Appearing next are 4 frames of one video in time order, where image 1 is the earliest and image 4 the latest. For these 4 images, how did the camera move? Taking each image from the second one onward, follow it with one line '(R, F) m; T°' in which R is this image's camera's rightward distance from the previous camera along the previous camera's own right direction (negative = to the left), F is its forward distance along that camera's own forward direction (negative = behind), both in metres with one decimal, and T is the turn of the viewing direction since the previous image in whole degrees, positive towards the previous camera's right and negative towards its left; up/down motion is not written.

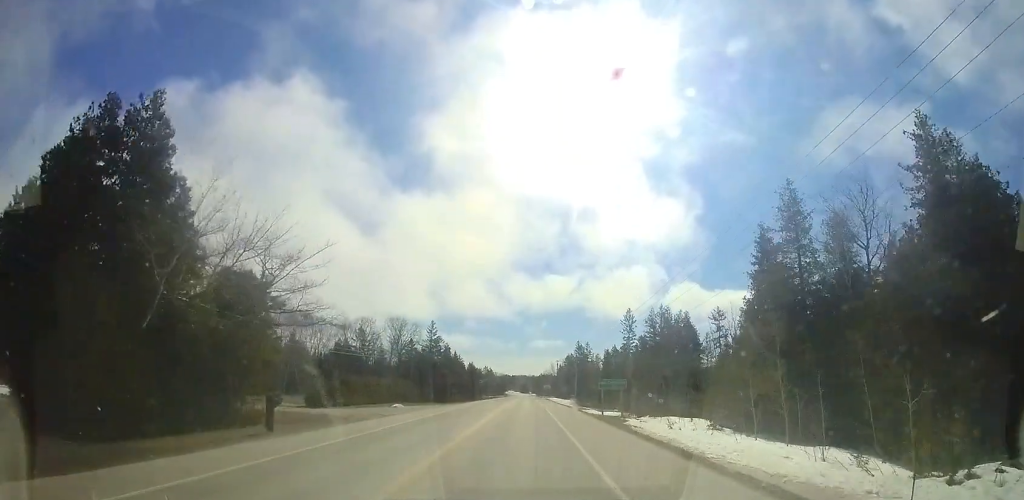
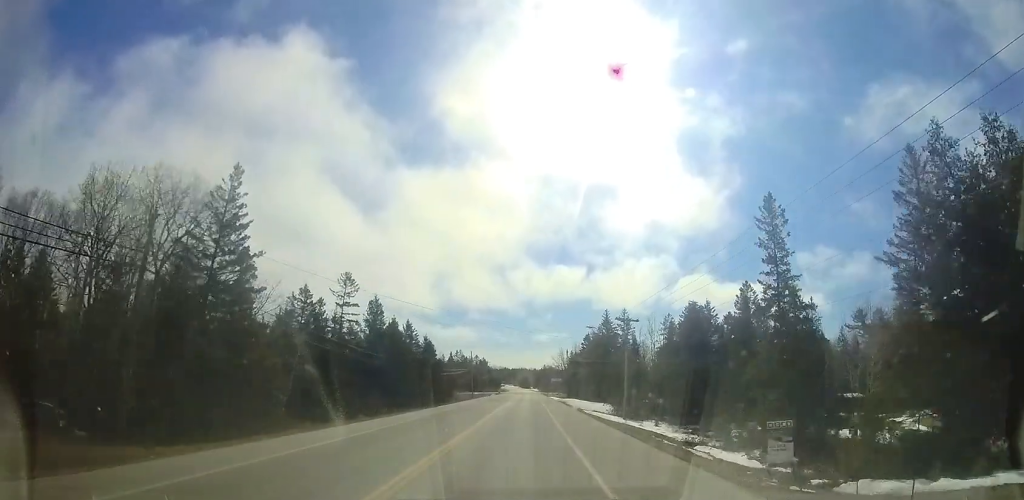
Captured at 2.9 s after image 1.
(+1.0, +40.6) m; +1°
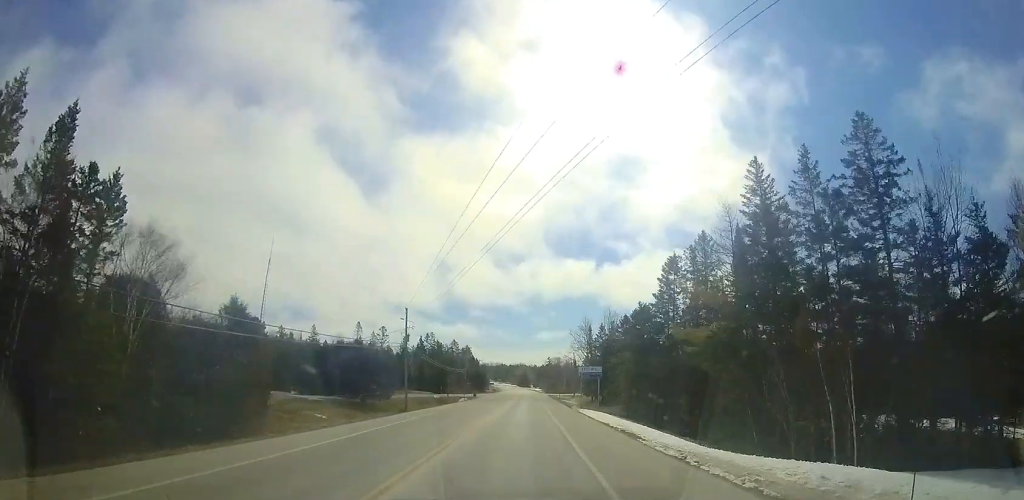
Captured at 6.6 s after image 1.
(-1.5, +50.7) m; -1°
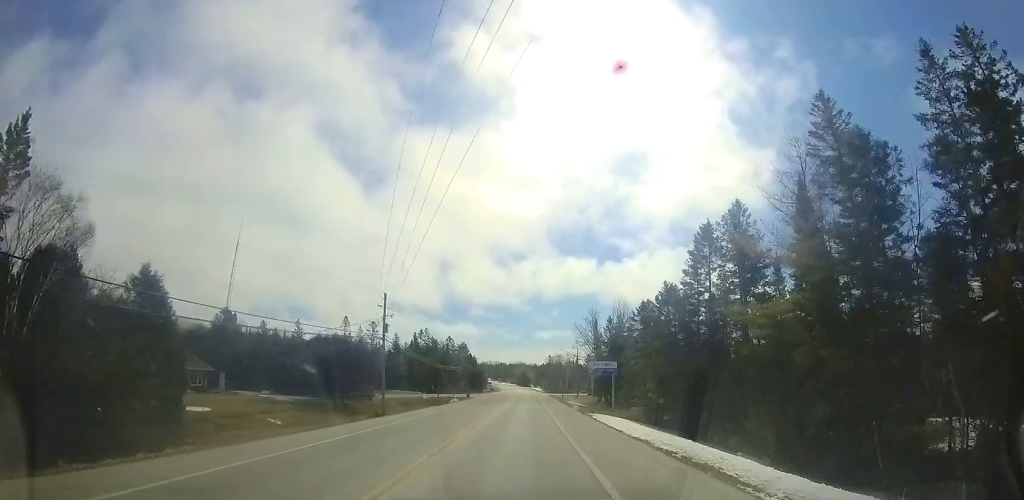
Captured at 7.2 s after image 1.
(0.0, +6.9) m; +1°
